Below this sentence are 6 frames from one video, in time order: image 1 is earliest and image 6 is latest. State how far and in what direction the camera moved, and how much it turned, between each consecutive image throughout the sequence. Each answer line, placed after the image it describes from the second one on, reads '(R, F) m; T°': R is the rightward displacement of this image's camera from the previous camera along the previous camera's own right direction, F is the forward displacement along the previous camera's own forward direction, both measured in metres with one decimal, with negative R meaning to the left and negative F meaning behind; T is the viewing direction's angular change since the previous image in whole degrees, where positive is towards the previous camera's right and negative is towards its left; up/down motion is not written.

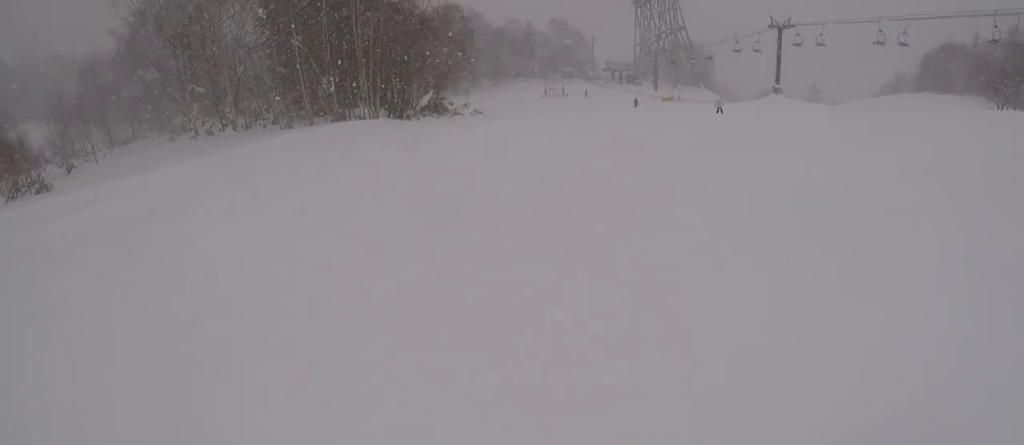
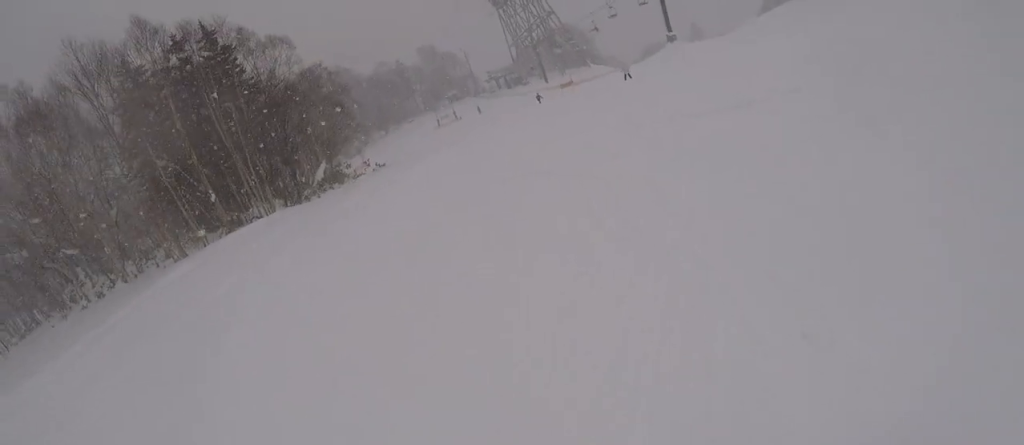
(0.0, +5.0) m; +1°
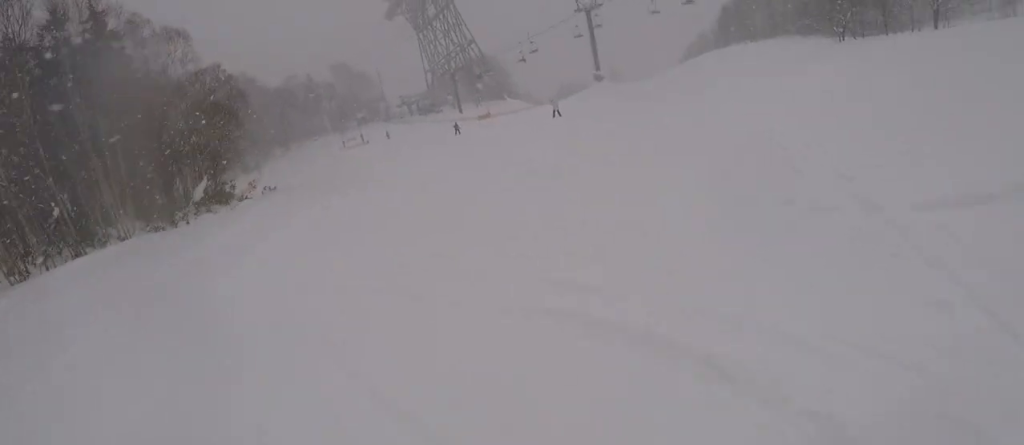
(0.0, +5.3) m; +3°
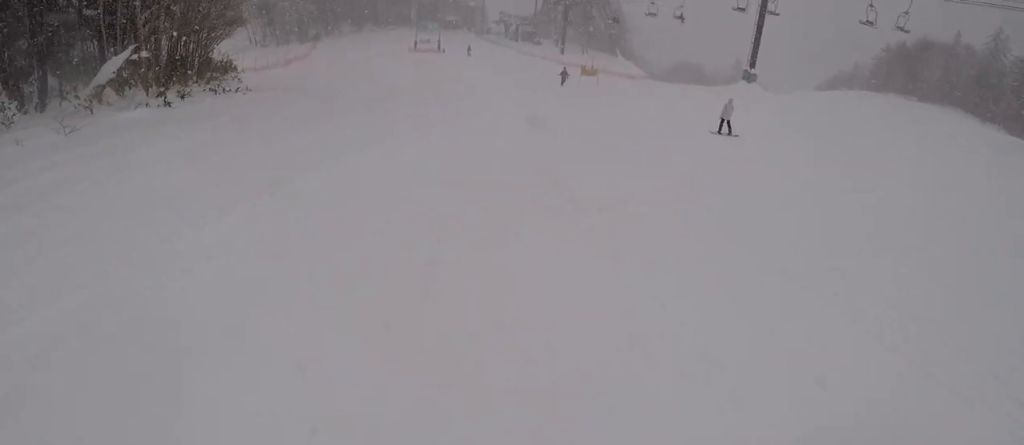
(+0.8, +15.5) m; -1°
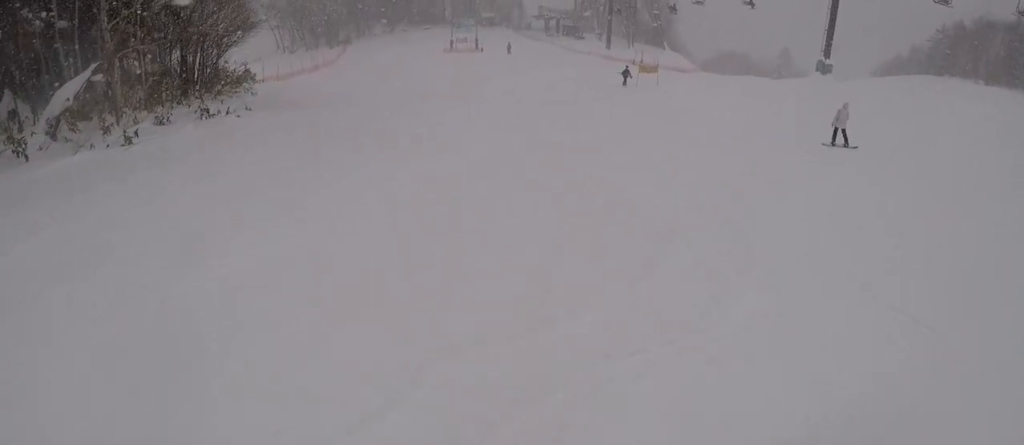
(-0.3, +6.2) m; -1°
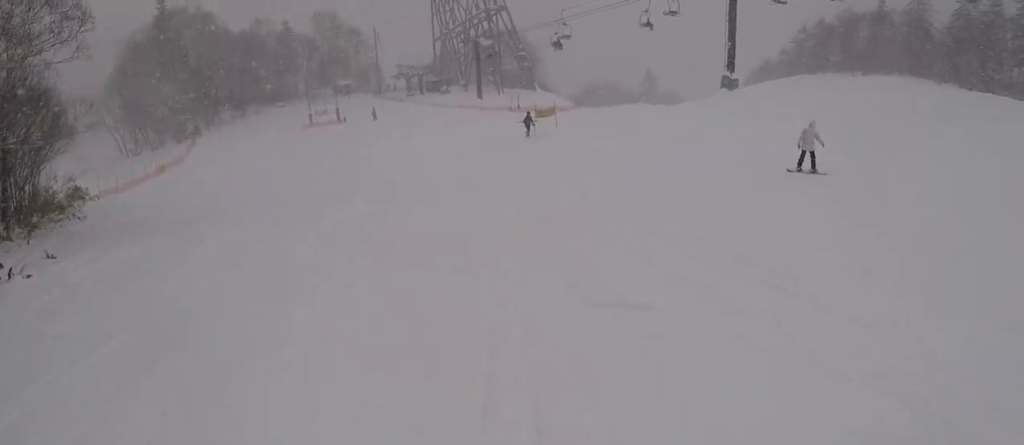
(+0.2, +7.1) m; +3°
